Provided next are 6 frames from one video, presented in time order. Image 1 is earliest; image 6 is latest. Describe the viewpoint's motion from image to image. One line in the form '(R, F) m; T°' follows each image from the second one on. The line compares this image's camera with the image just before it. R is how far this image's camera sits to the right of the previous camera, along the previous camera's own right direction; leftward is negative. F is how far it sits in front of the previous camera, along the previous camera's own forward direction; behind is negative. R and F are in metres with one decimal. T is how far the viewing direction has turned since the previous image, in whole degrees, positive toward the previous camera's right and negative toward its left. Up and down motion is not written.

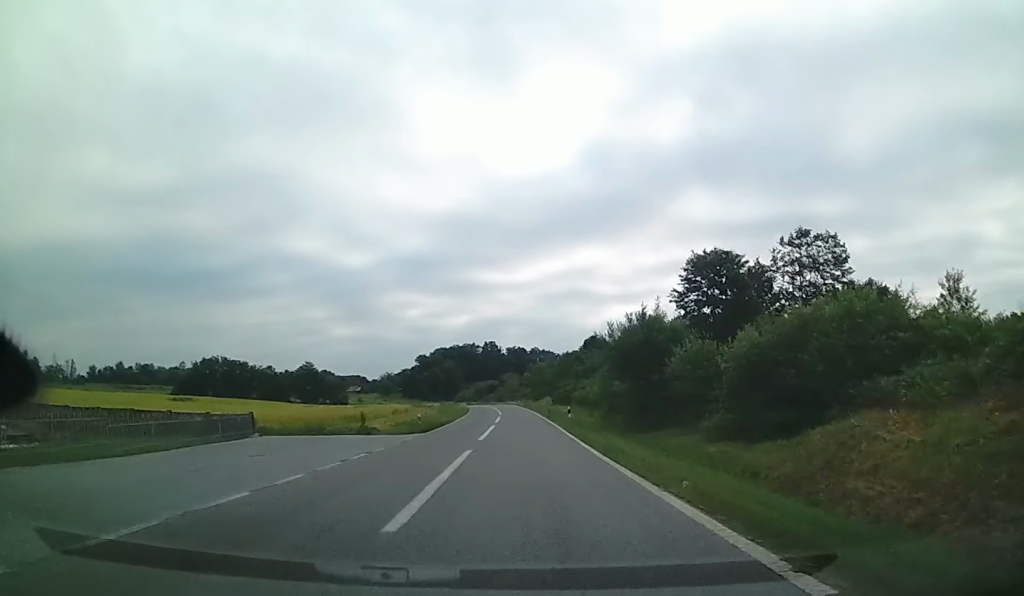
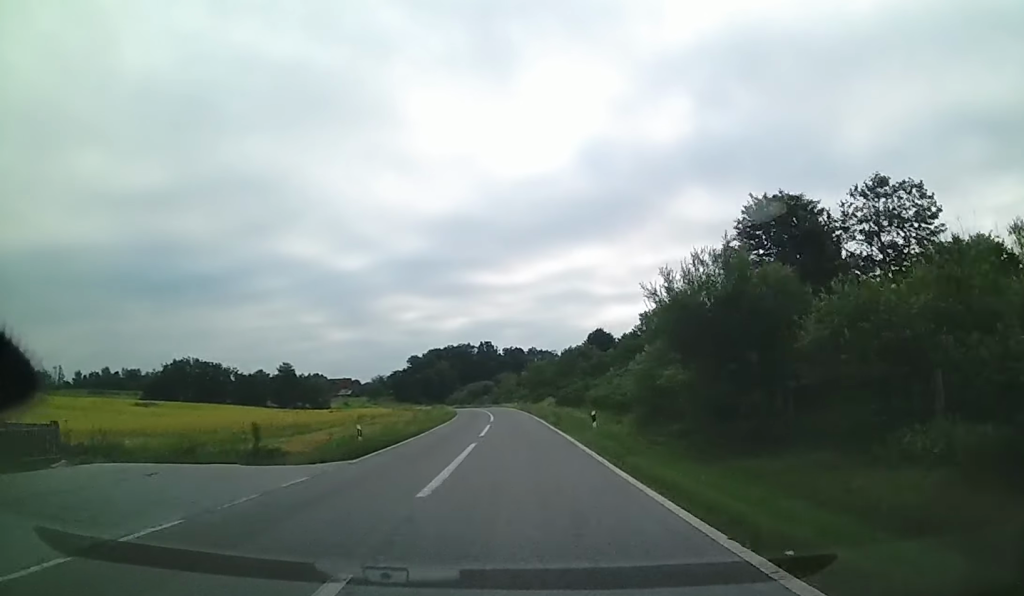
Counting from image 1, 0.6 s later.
(+0.1, +12.8) m; 0°
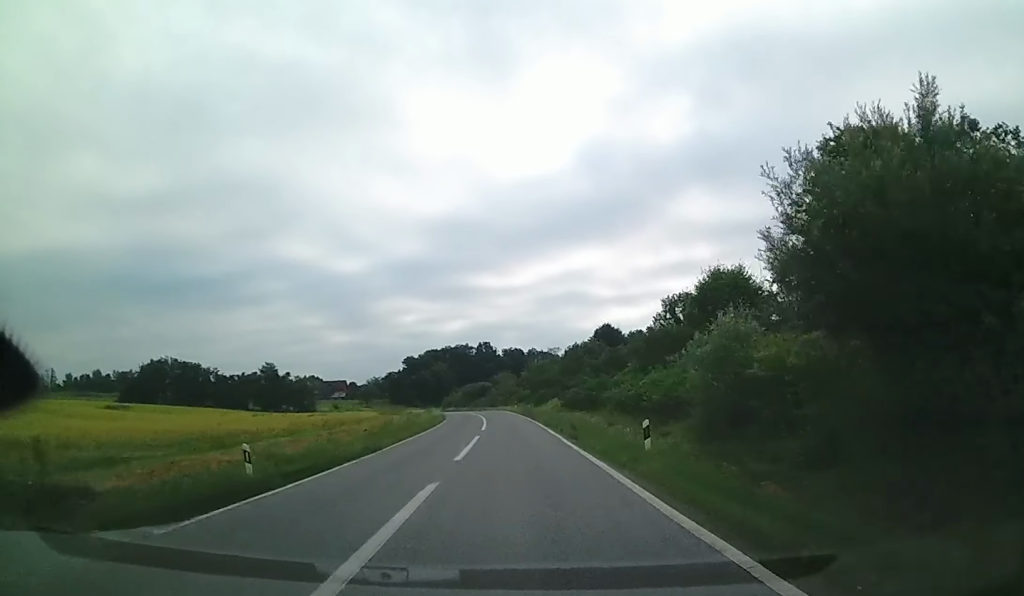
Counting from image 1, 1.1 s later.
(0.0, +9.4) m; -1°
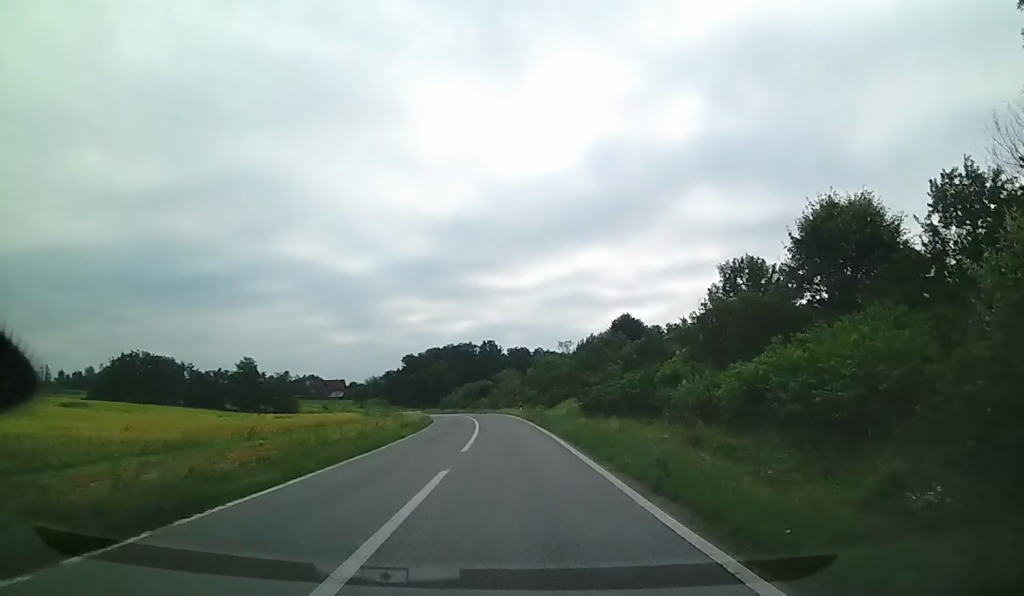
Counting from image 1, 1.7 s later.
(-0.1, +12.8) m; -1°
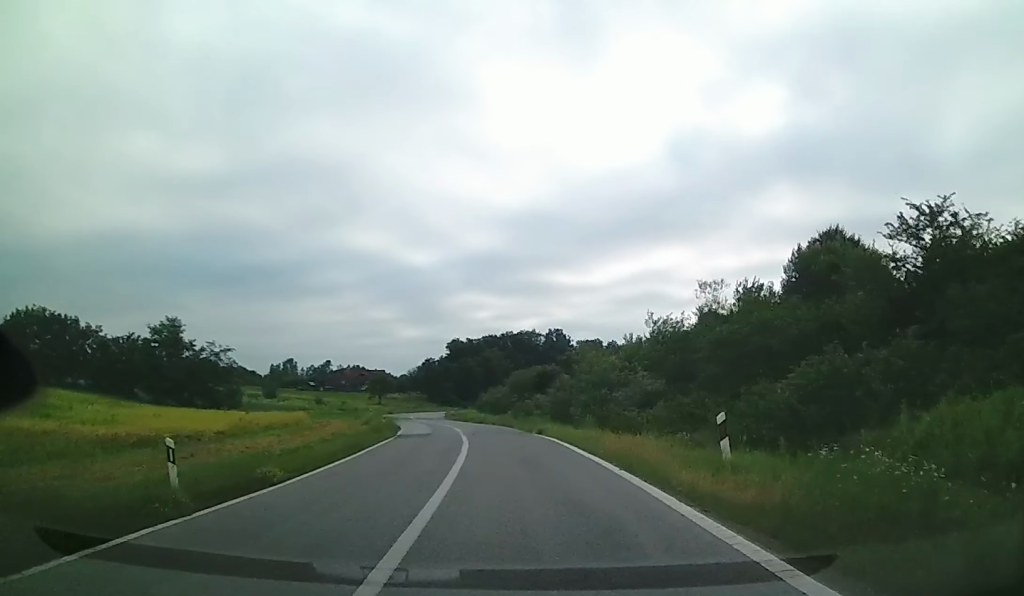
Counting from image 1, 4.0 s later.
(-2.0, +44.5) m; -6°
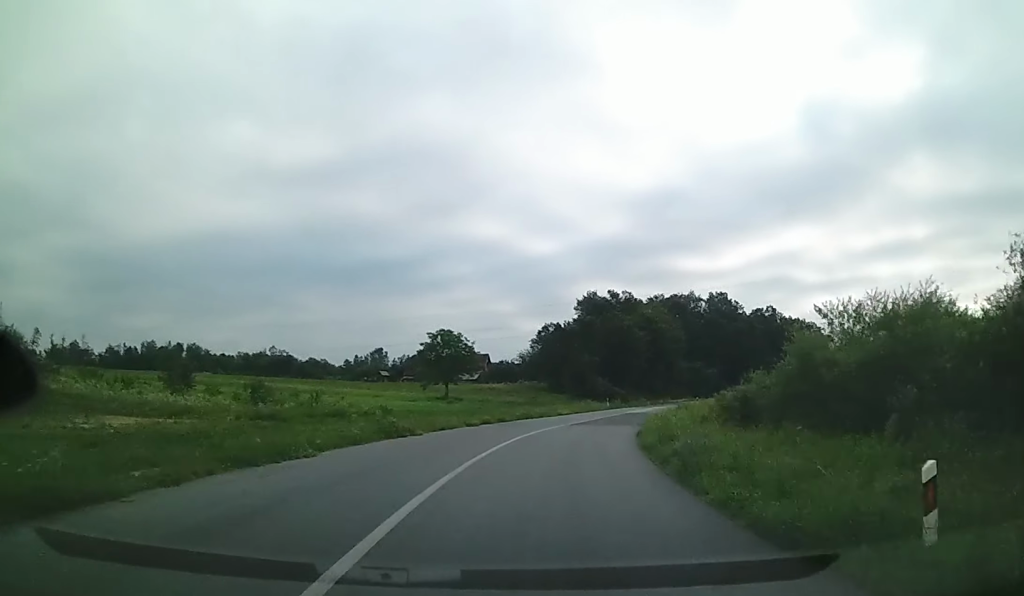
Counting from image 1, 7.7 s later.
(-7.9, +66.7) m; -6°
